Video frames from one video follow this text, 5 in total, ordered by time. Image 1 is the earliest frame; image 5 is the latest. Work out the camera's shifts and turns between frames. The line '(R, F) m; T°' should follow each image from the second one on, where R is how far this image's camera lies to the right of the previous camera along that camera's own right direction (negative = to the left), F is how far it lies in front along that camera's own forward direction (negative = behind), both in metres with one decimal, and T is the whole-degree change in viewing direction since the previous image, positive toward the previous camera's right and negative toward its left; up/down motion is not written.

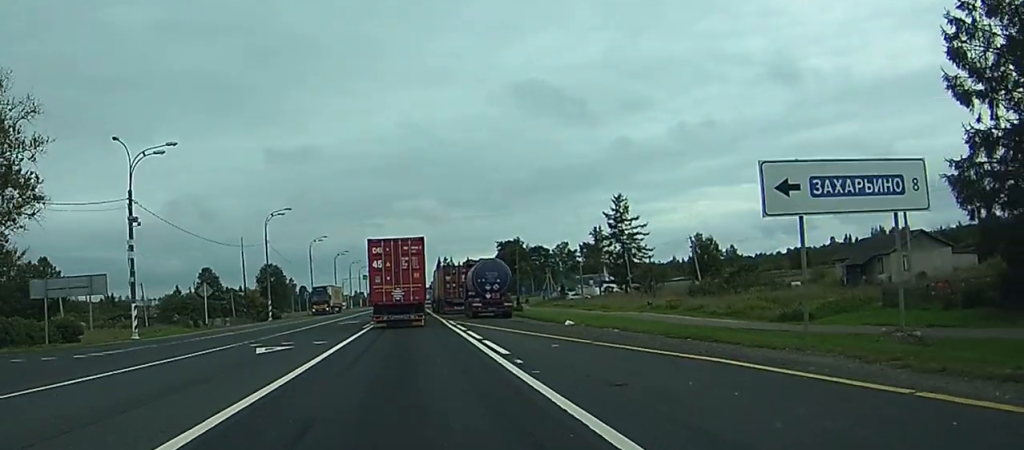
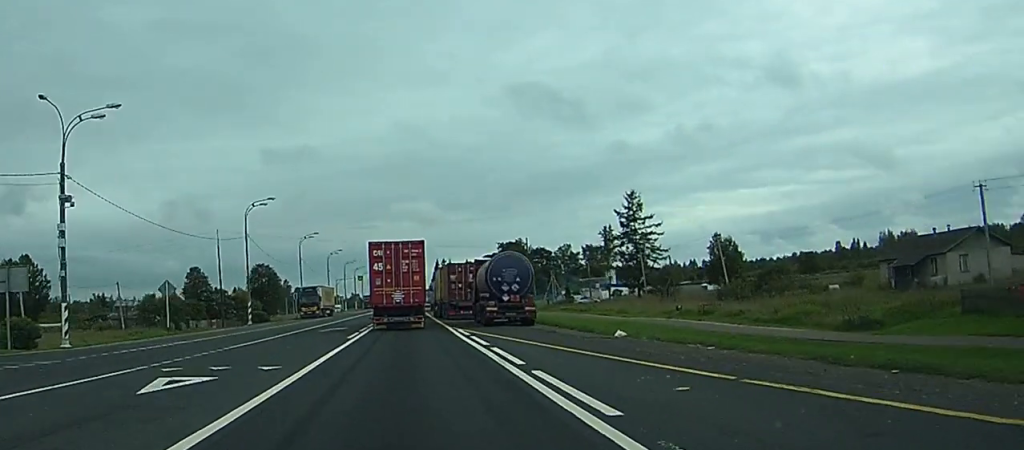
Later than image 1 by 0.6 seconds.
(0.0, +9.9) m; 0°
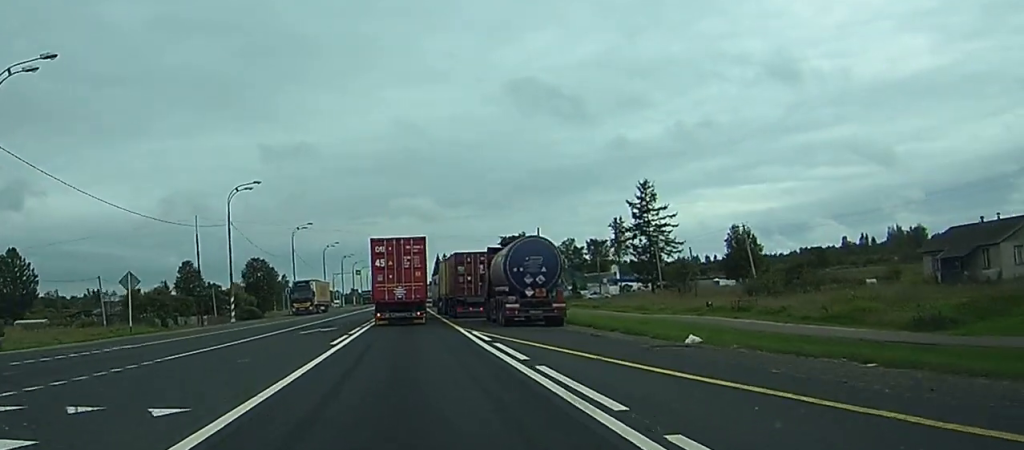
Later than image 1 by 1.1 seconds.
(0.0, +7.7) m; 0°
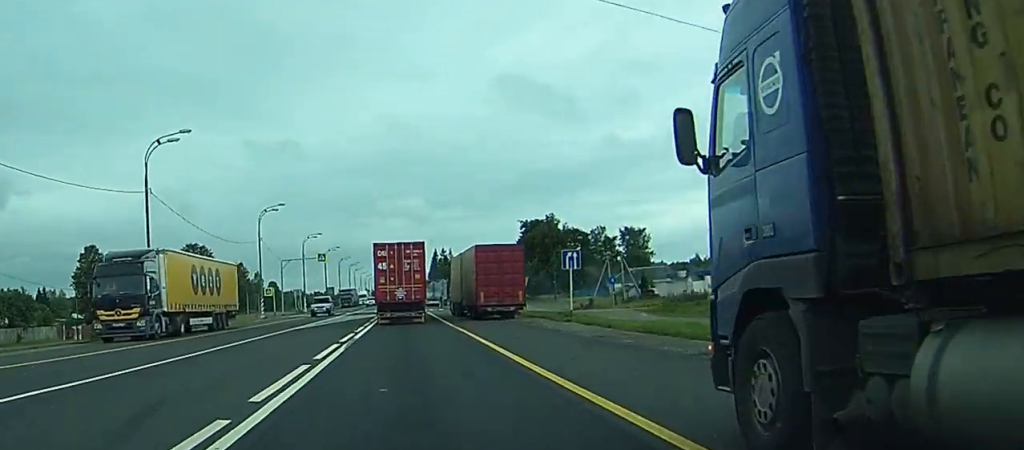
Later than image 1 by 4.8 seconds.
(0.0, +61.1) m; +1°
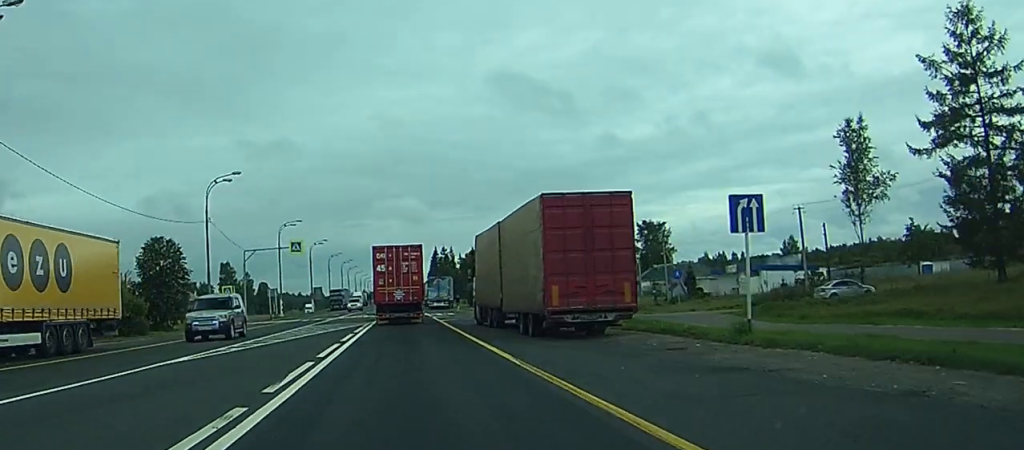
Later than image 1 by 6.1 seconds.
(+0.1, +22.6) m; +1°
